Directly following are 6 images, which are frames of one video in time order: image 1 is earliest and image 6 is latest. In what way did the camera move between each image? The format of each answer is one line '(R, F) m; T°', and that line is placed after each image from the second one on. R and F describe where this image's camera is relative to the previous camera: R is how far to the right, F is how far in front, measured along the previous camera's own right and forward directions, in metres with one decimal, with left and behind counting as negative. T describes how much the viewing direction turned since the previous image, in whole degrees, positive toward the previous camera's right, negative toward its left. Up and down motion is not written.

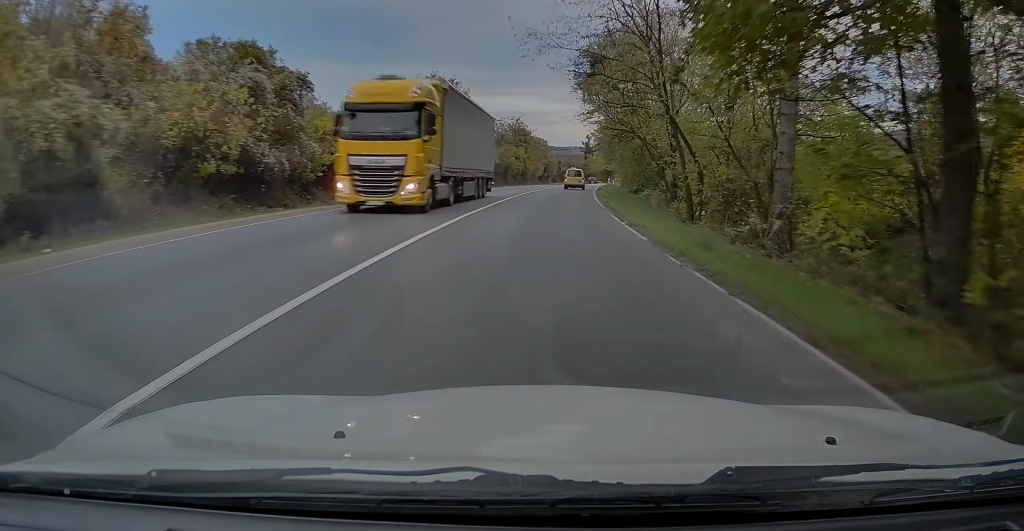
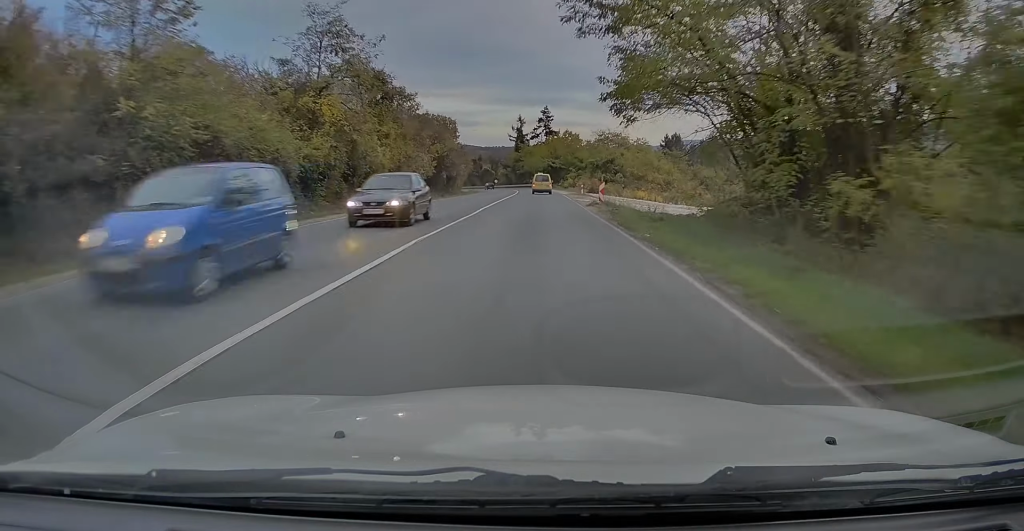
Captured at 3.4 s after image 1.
(+5.7, +67.5) m; +7°
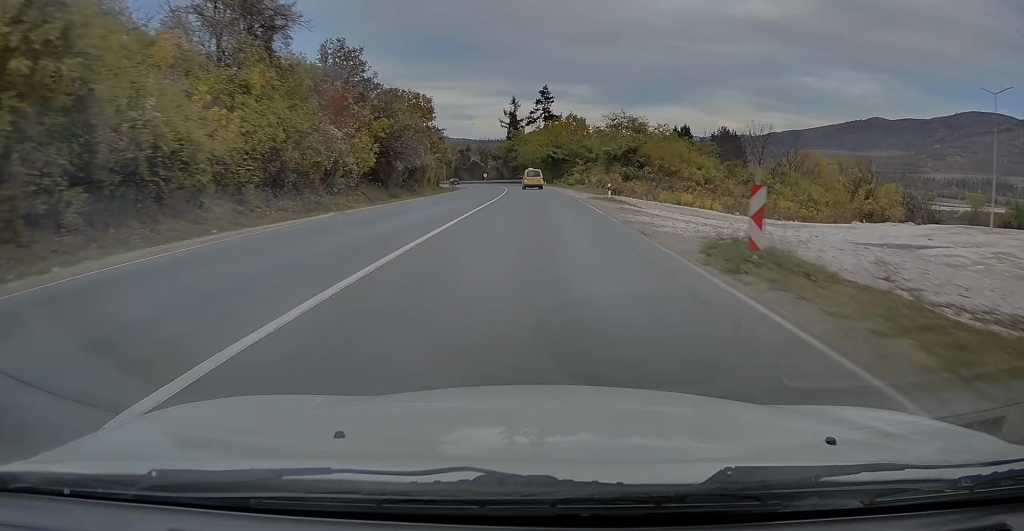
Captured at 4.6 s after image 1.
(+0.1, +23.2) m; +1°
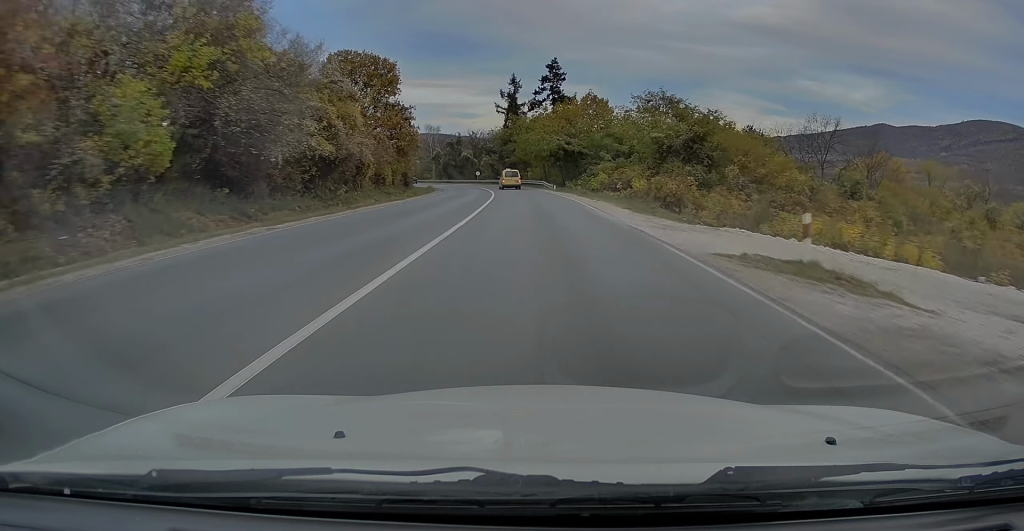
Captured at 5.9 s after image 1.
(+0.2, +25.8) m; 0°
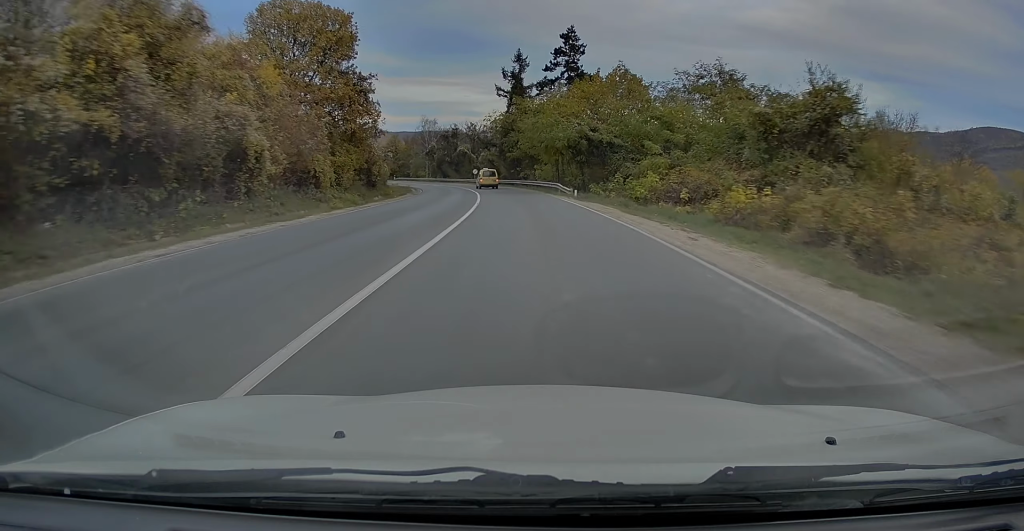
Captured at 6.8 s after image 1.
(-0.2, +18.5) m; -1°
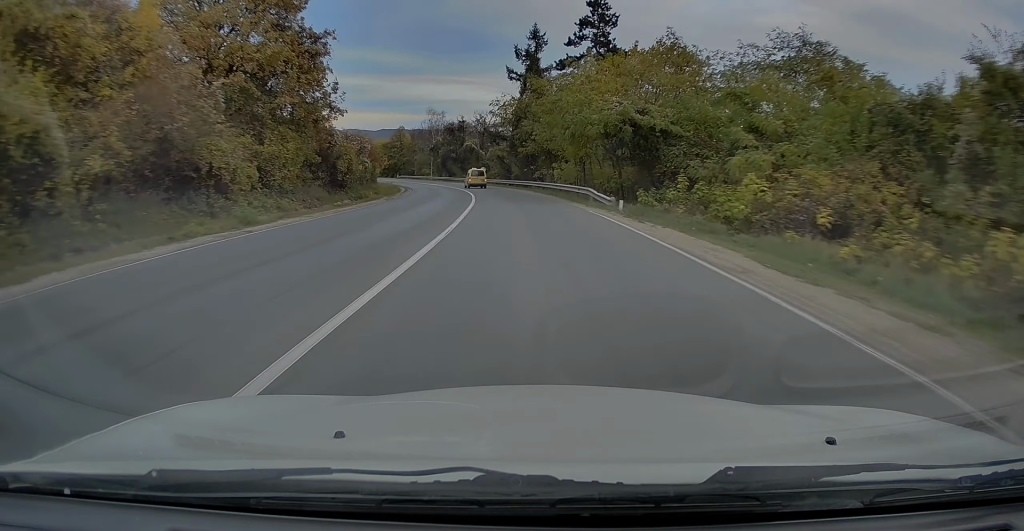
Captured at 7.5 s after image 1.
(-0.2, +13.2) m; -1°
